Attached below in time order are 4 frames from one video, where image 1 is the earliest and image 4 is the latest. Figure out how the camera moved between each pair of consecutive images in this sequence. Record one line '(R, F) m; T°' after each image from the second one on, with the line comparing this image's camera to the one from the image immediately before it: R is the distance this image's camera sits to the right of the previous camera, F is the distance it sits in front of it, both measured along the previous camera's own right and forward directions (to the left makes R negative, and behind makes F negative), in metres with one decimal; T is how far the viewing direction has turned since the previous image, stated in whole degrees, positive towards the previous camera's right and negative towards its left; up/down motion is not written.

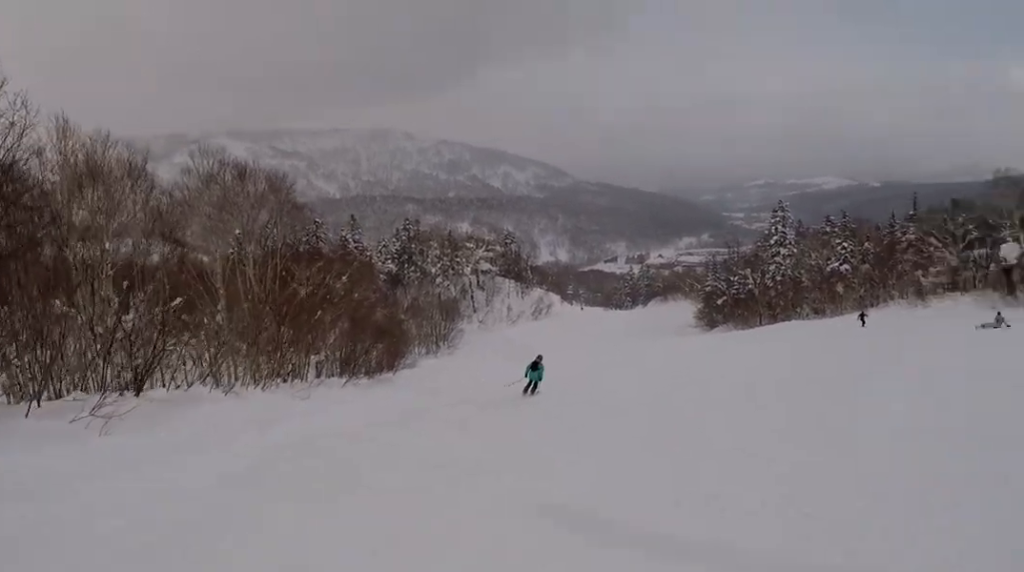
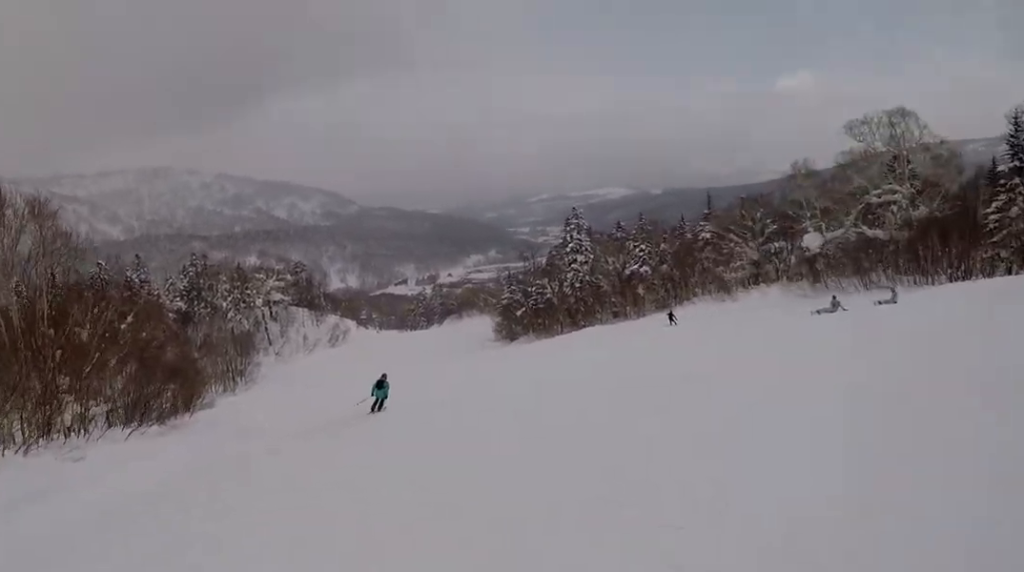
(+0.6, +3.7) m; +6°
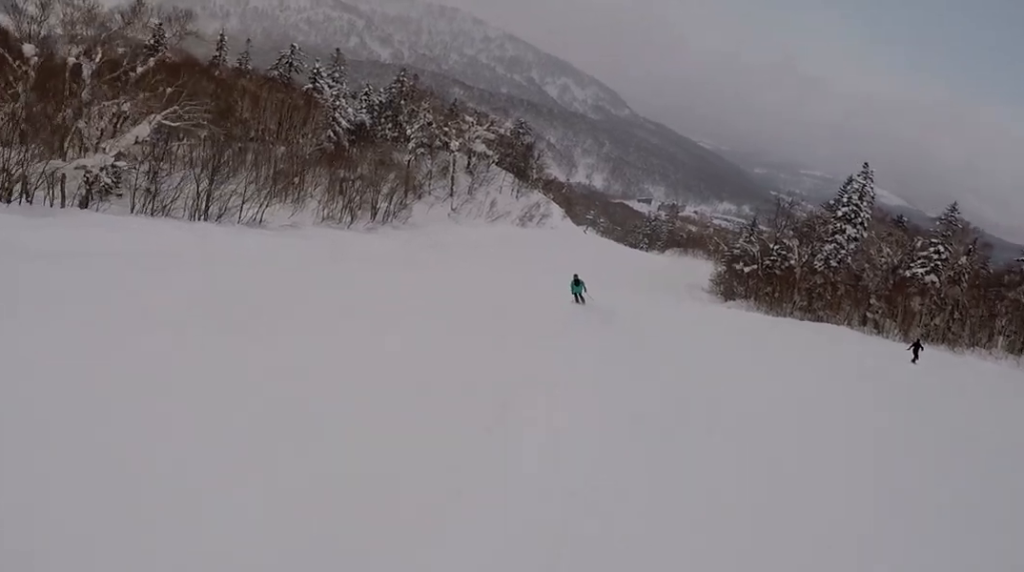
(-3.6, +25.2) m; -25°
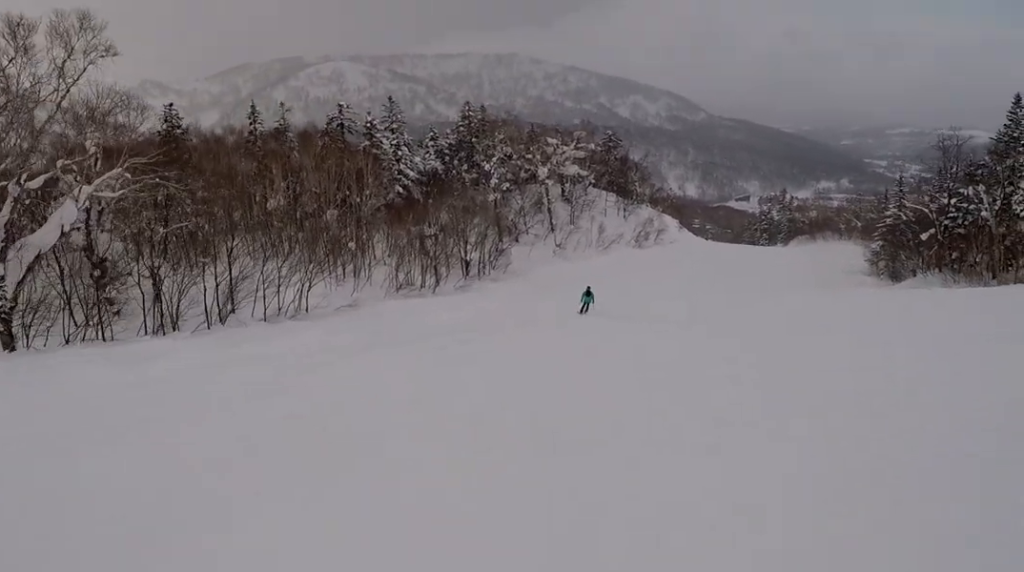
(+0.2, +17.7) m; +12°
